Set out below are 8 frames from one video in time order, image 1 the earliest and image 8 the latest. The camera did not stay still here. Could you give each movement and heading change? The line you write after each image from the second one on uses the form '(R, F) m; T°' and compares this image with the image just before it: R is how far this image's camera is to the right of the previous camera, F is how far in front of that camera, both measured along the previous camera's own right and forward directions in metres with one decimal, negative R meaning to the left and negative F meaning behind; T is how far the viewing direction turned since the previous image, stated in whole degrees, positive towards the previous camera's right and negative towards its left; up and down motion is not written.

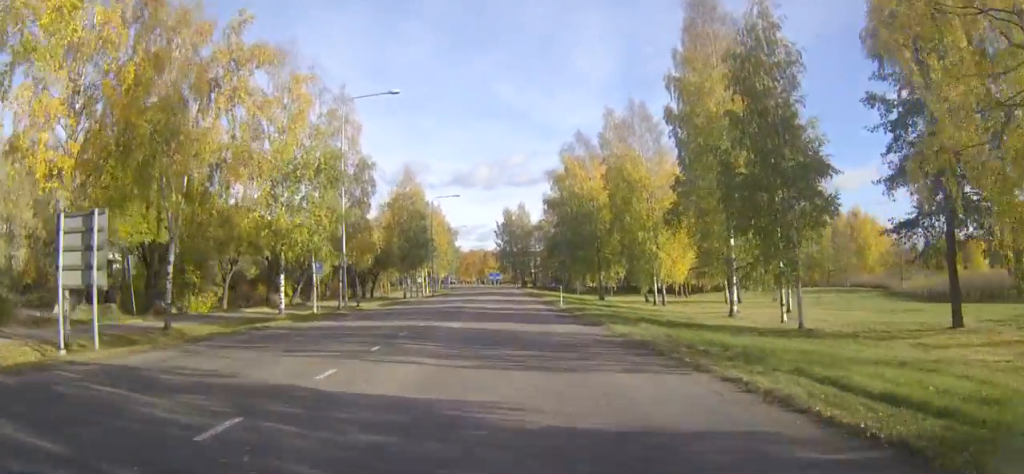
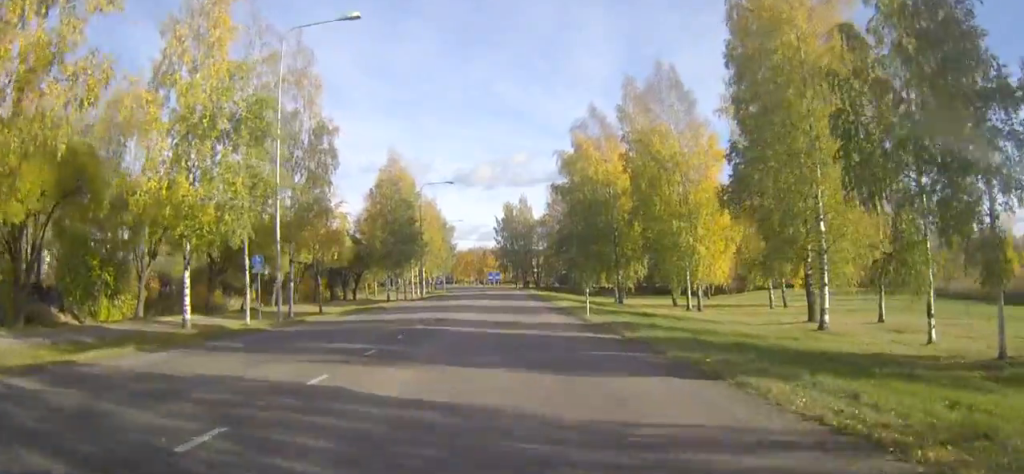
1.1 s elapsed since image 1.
(0.0, +12.6) m; 0°
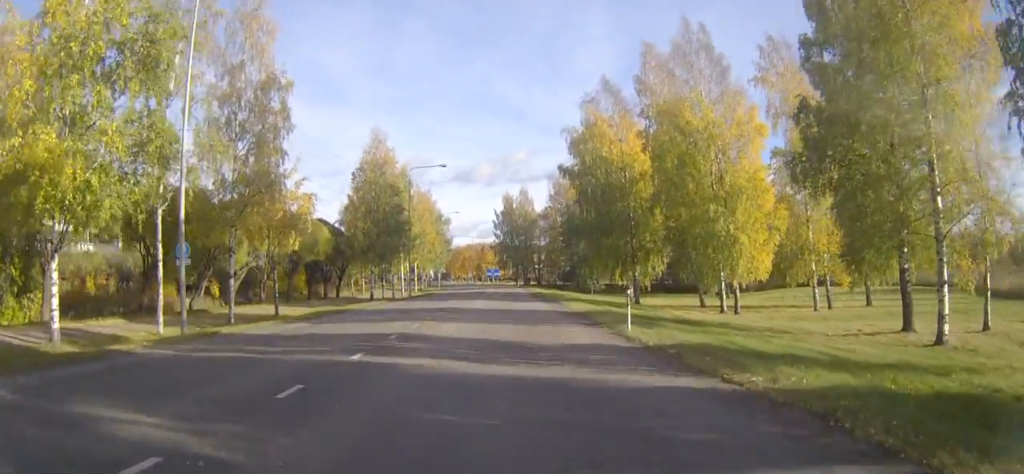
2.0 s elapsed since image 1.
(+0.1, +9.4) m; 0°
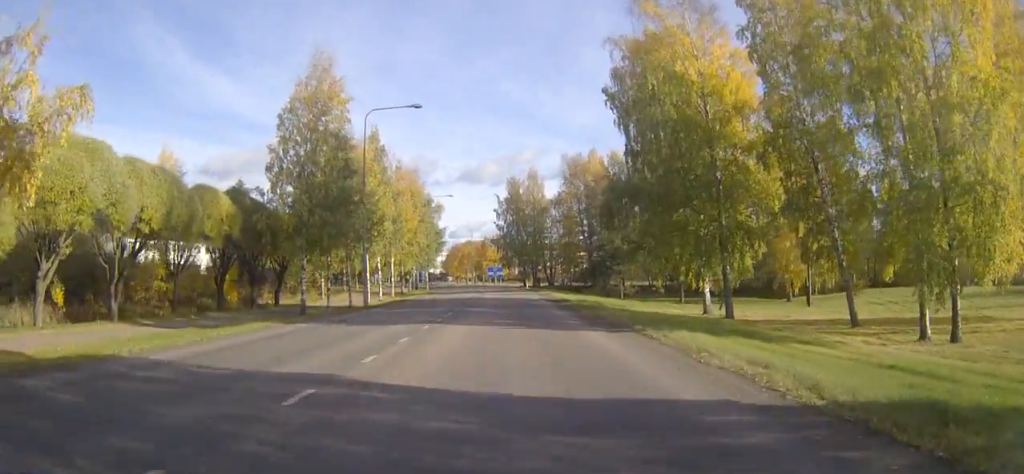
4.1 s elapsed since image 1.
(-0.1, +24.4) m; 0°
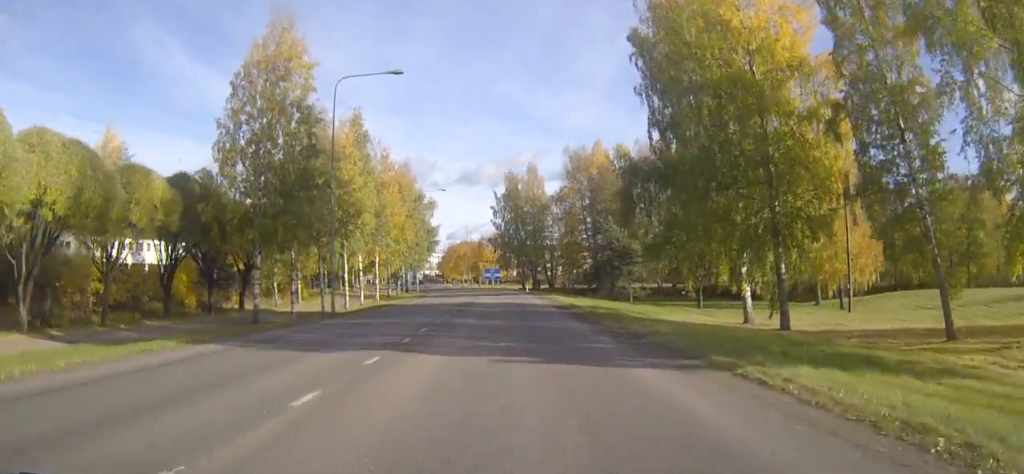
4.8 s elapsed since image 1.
(0.0, +8.0) m; 0°
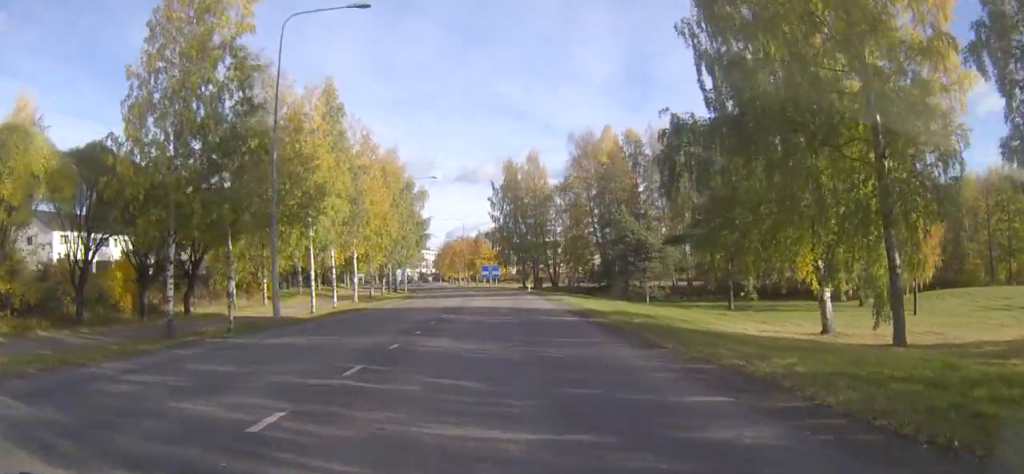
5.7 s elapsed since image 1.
(0.0, +9.6) m; 0°
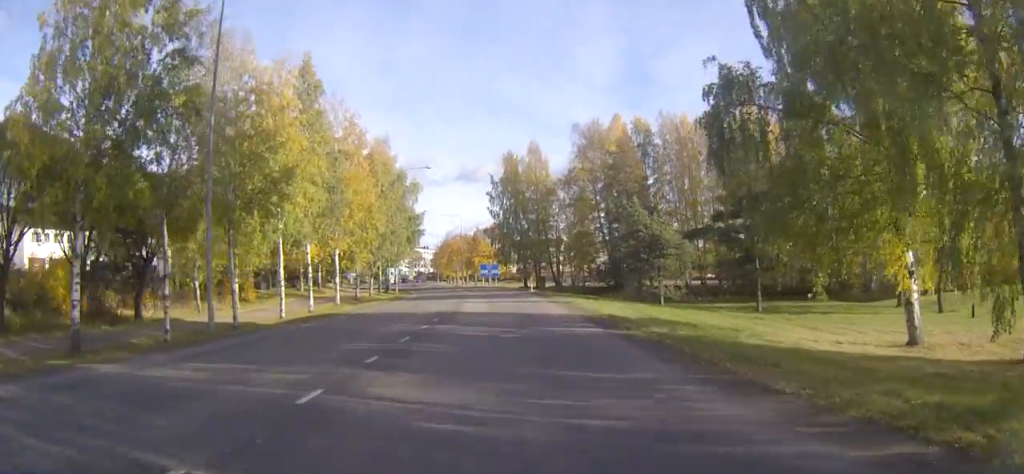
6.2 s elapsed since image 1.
(0.0, +6.5) m; 0°
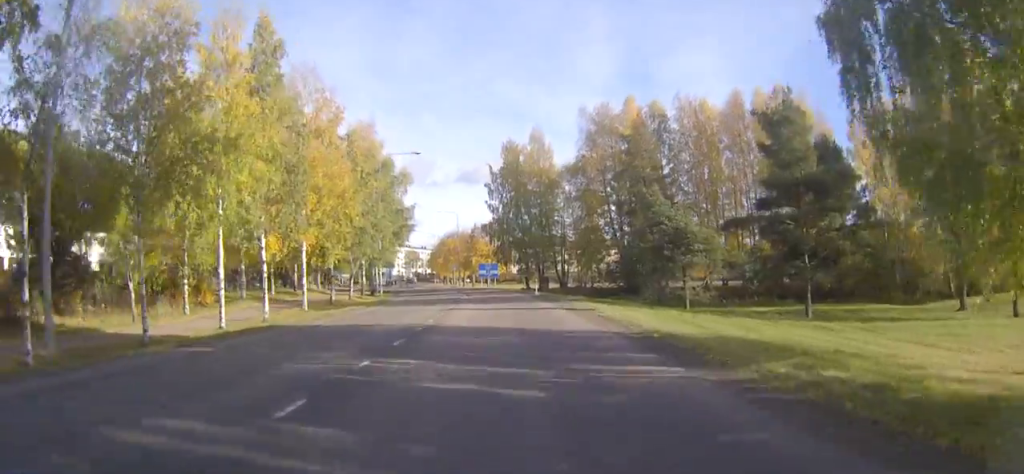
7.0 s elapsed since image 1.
(0.0, +8.8) m; 0°
